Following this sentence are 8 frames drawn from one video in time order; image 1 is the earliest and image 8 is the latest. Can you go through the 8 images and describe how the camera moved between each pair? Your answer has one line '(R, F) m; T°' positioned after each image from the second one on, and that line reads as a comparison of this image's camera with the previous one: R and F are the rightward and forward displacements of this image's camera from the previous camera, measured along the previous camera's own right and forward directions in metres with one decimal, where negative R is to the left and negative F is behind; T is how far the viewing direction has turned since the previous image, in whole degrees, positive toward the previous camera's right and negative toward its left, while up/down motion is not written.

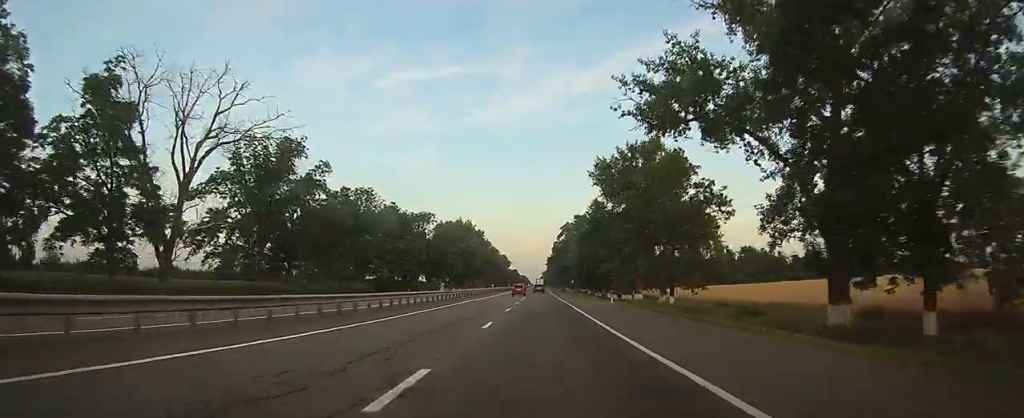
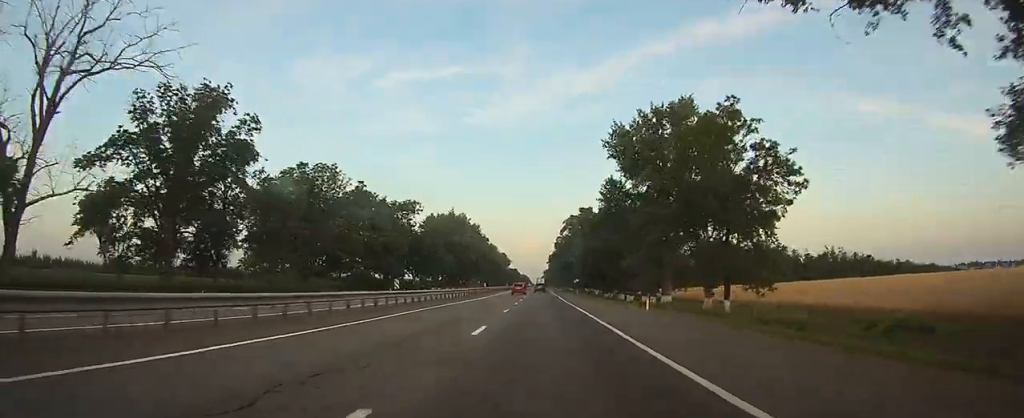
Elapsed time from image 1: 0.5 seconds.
(0.0, +14.9) m; 0°
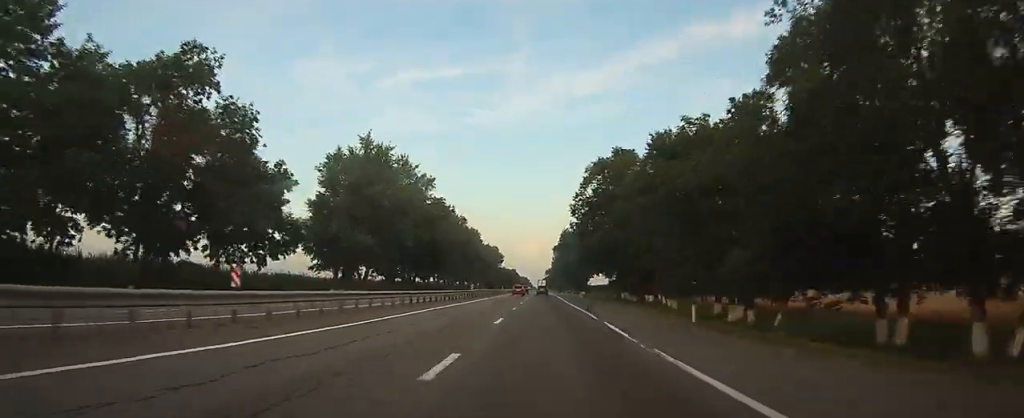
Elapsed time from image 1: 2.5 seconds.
(-0.2, +66.6) m; 0°
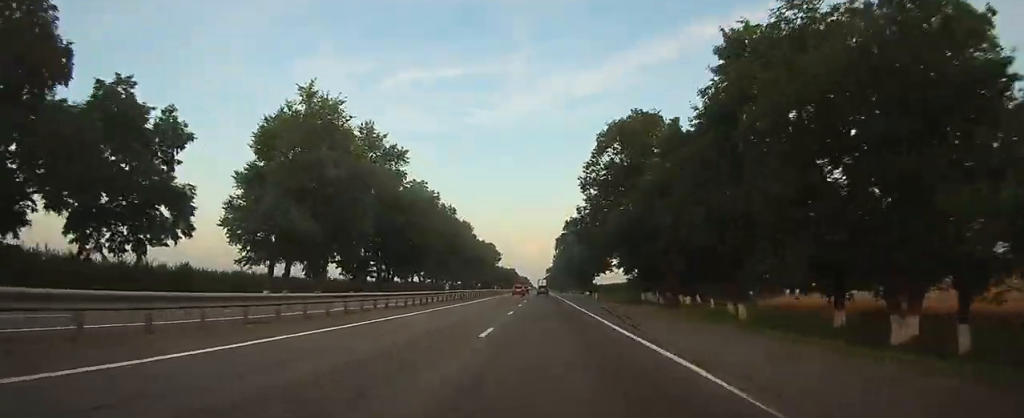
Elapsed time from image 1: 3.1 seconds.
(0.0, +17.4) m; 0°
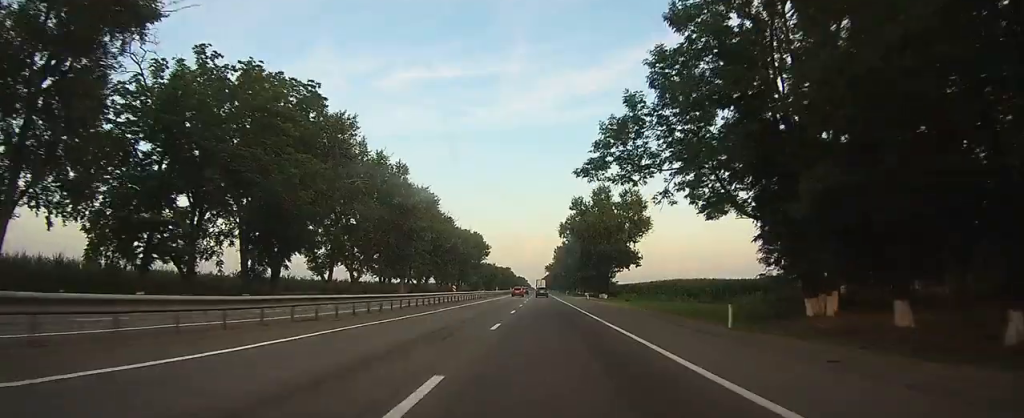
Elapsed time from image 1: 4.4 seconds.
(0.0, +44.6) m; 0°
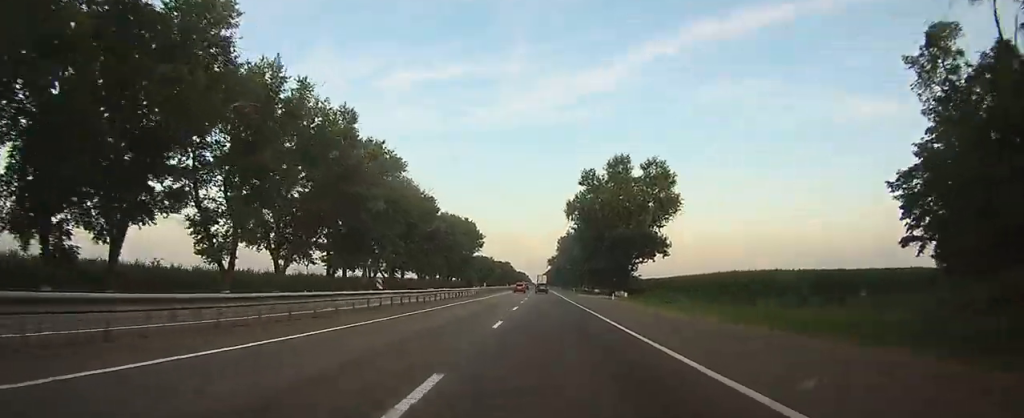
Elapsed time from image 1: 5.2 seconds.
(0.0, +24.1) m; 0°
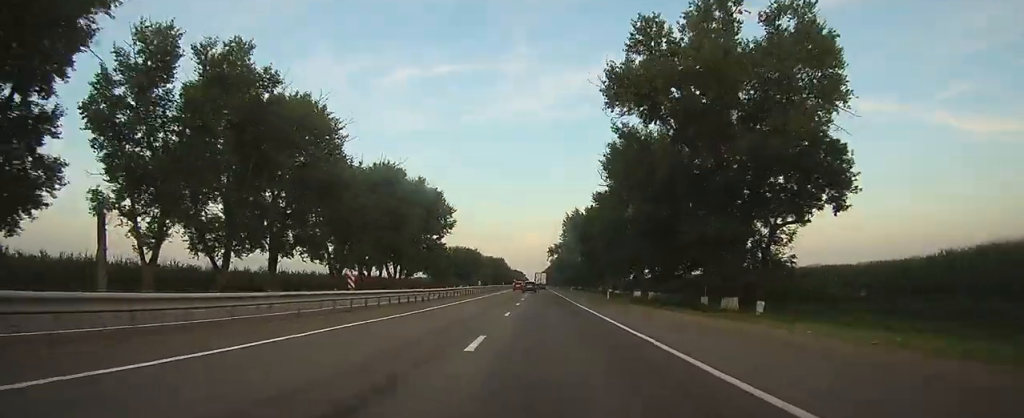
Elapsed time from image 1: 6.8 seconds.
(-0.1, +53.9) m; 0°
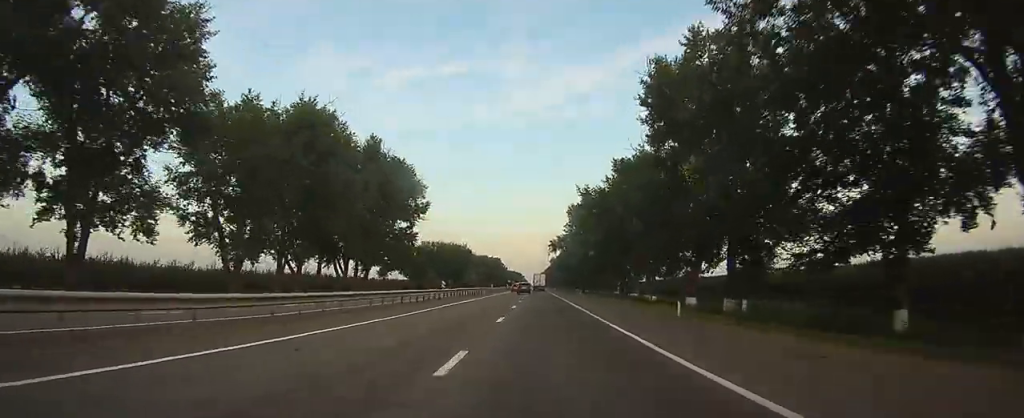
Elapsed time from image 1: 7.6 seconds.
(-0.1, +26.6) m; 0°
